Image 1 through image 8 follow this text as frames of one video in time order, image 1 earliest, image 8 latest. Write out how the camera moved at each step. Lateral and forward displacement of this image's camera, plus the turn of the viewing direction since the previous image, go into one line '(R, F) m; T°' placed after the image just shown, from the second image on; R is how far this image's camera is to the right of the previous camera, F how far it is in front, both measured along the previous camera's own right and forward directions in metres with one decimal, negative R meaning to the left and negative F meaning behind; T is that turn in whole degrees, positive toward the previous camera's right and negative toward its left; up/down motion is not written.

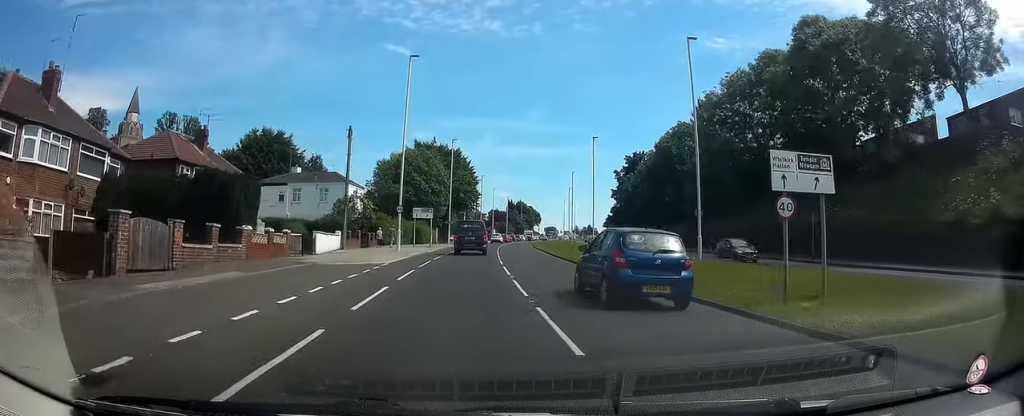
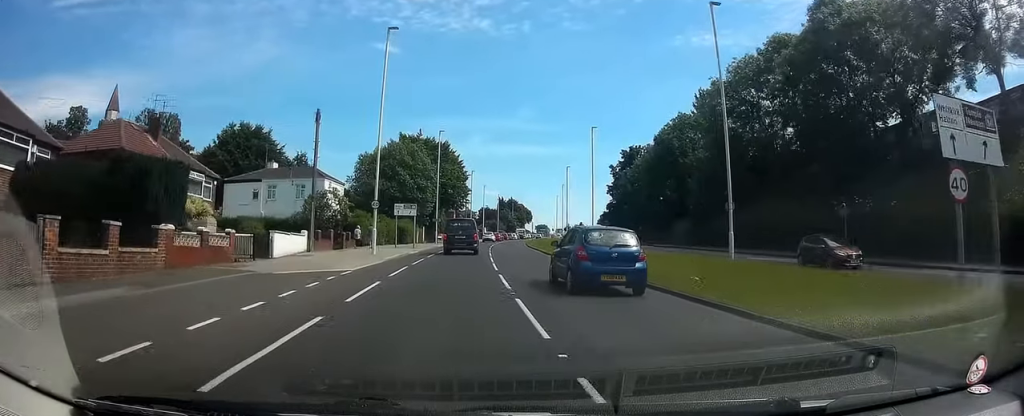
(0.0, +5.0) m; 0°
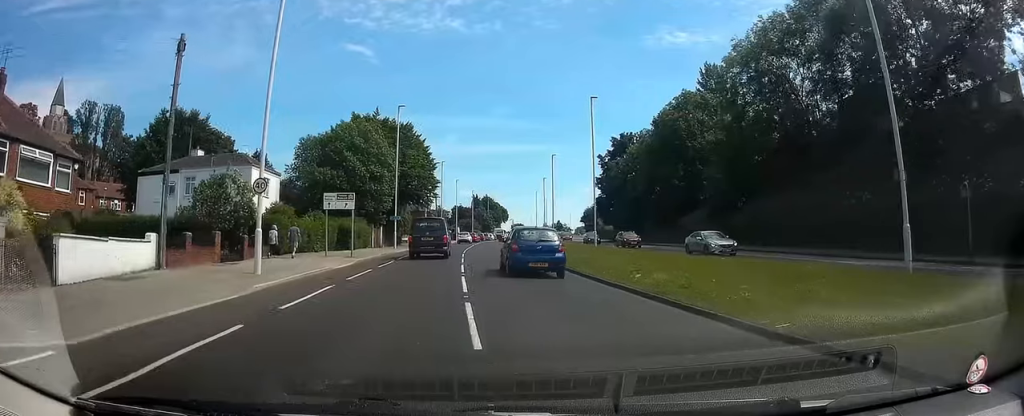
(0.0, +12.5) m; +1°
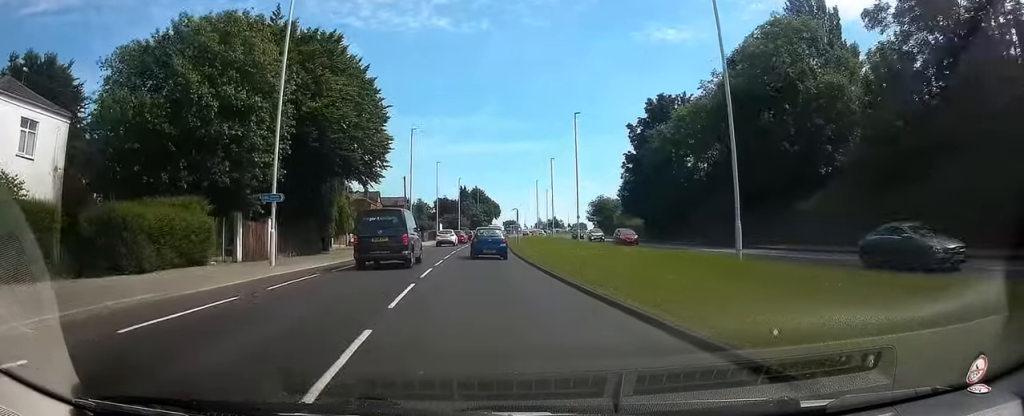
(+0.8, +26.0) m; +3°
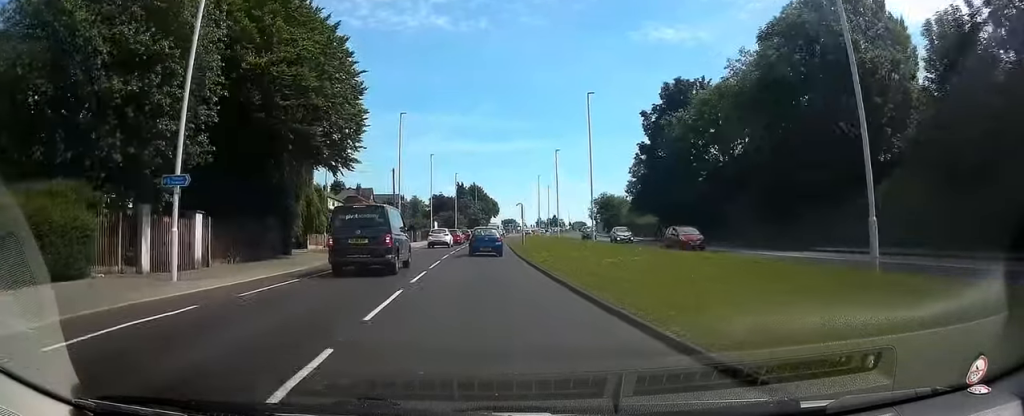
(0.0, +7.0) m; 0°
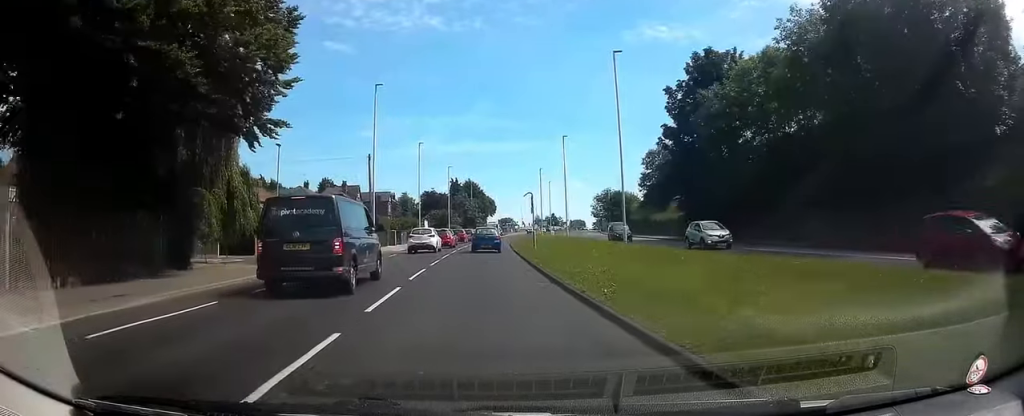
(0.0, +10.3) m; 0°
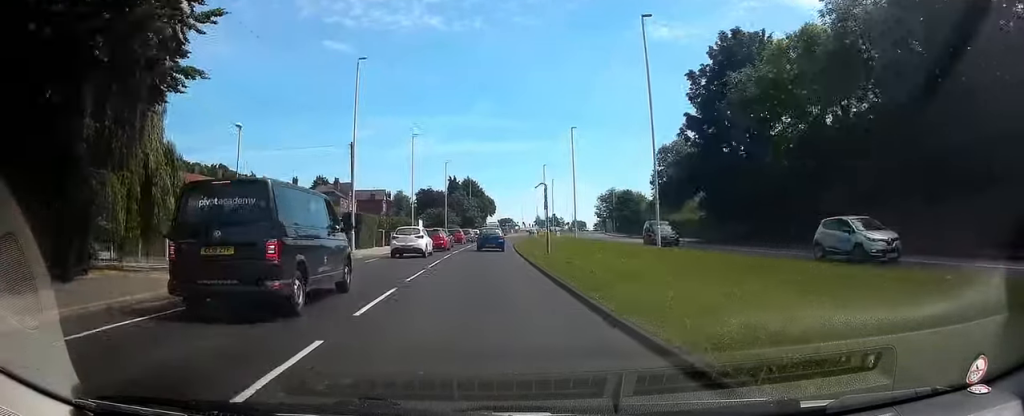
(0.0, +6.3) m; 0°
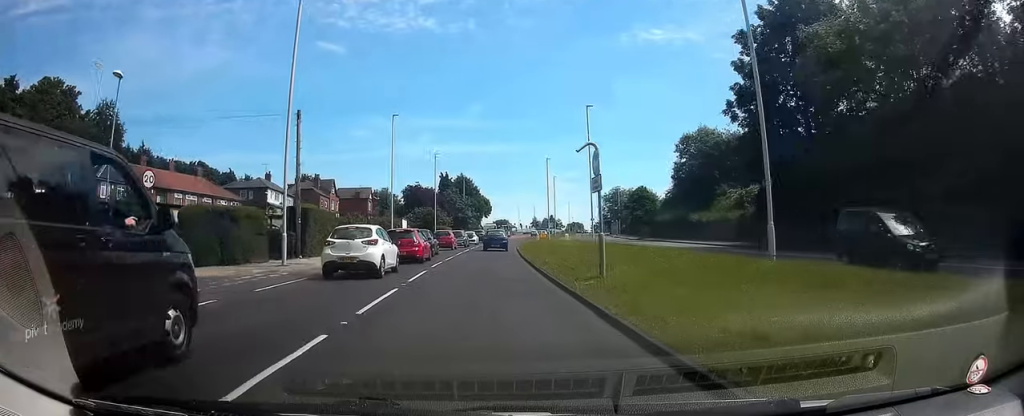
(0.0, +11.1) m; 0°
